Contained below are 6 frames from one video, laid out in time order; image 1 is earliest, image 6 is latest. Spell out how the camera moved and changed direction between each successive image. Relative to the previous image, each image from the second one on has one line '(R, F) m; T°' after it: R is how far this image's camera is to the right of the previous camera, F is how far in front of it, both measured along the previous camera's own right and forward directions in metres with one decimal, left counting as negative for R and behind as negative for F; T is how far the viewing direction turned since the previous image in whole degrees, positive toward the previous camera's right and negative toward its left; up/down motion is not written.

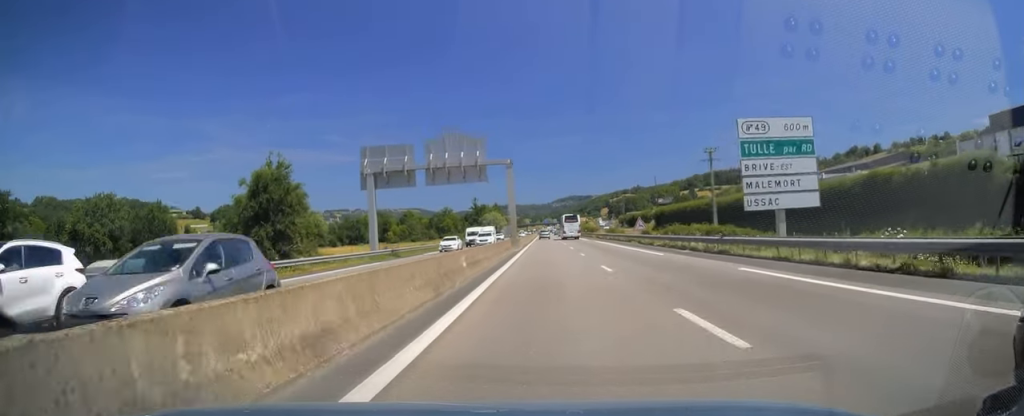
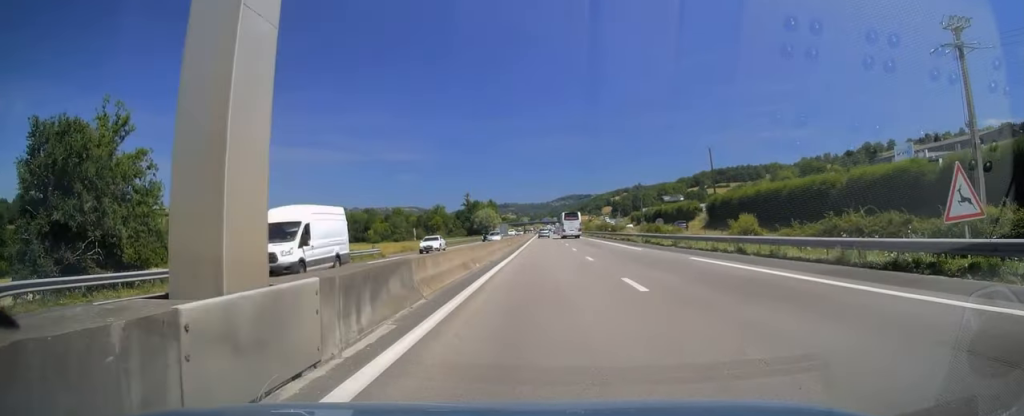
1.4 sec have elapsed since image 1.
(+0.4, +46.4) m; 0°
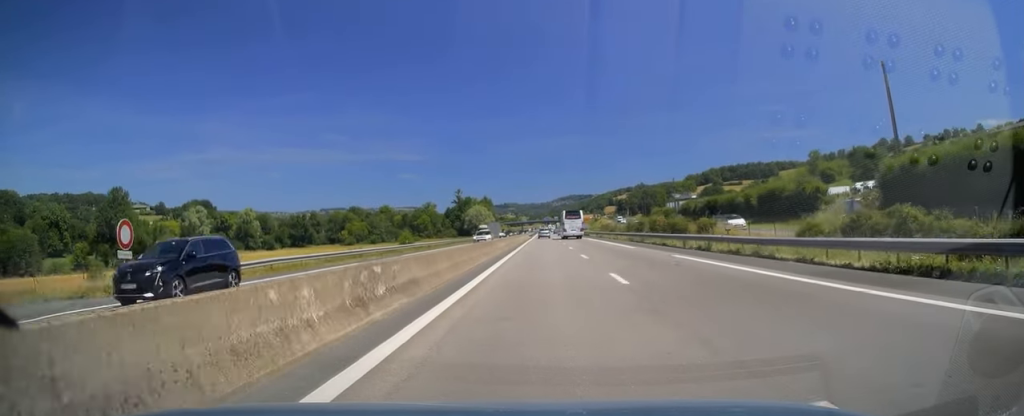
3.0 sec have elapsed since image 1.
(-0.4, +50.6) m; 0°
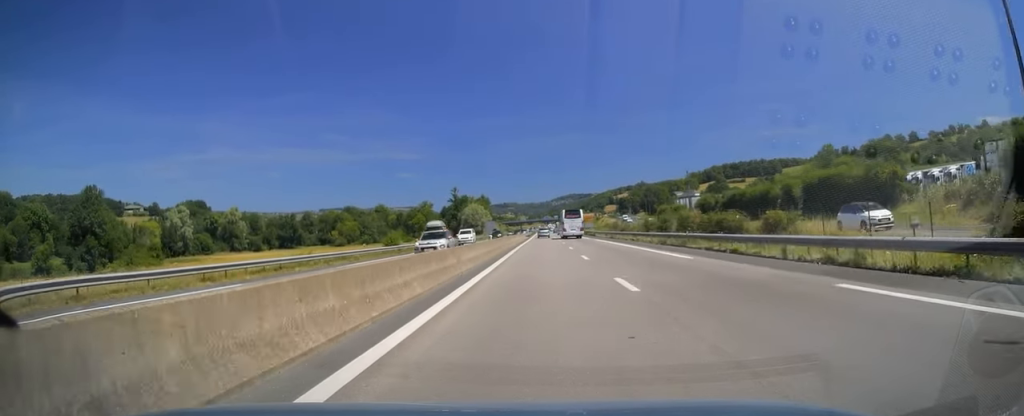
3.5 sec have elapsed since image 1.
(0.0, +15.0) m; 0°
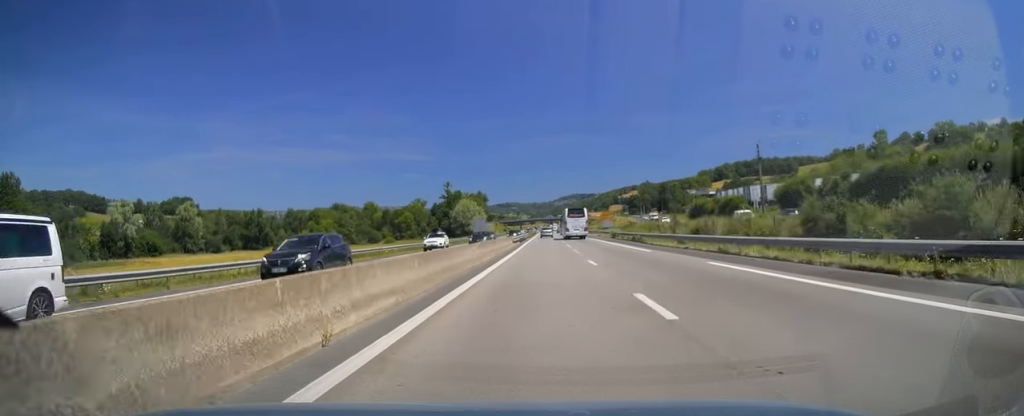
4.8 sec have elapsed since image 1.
(+0.3, +43.4) m; +1°
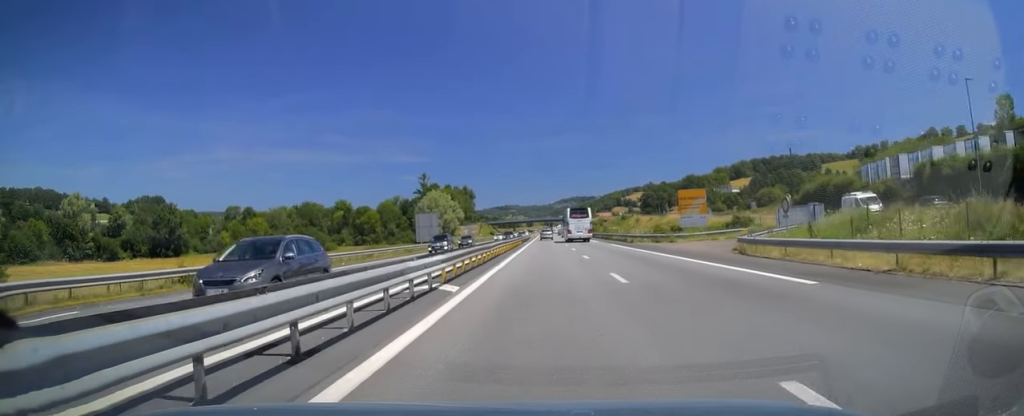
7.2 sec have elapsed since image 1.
(-0.8, +72.2) m; -1°
